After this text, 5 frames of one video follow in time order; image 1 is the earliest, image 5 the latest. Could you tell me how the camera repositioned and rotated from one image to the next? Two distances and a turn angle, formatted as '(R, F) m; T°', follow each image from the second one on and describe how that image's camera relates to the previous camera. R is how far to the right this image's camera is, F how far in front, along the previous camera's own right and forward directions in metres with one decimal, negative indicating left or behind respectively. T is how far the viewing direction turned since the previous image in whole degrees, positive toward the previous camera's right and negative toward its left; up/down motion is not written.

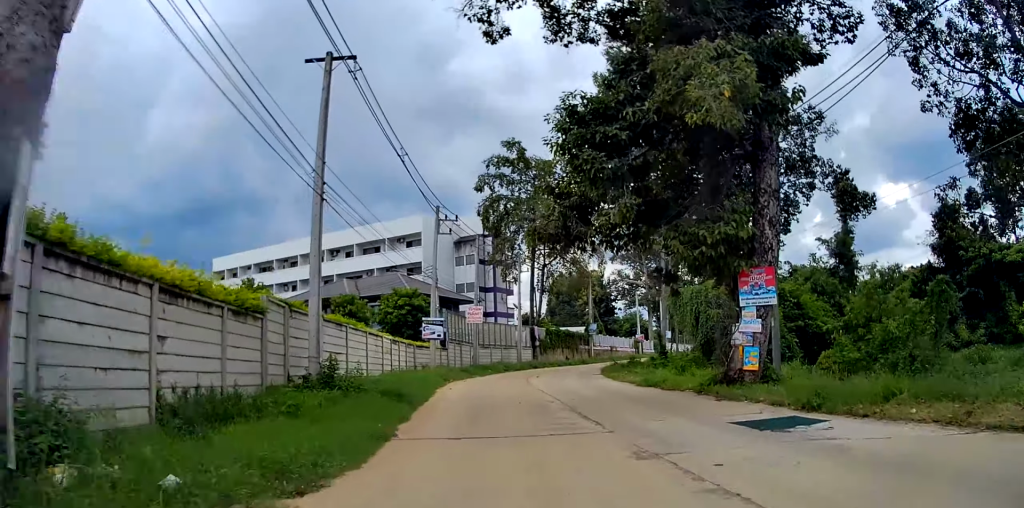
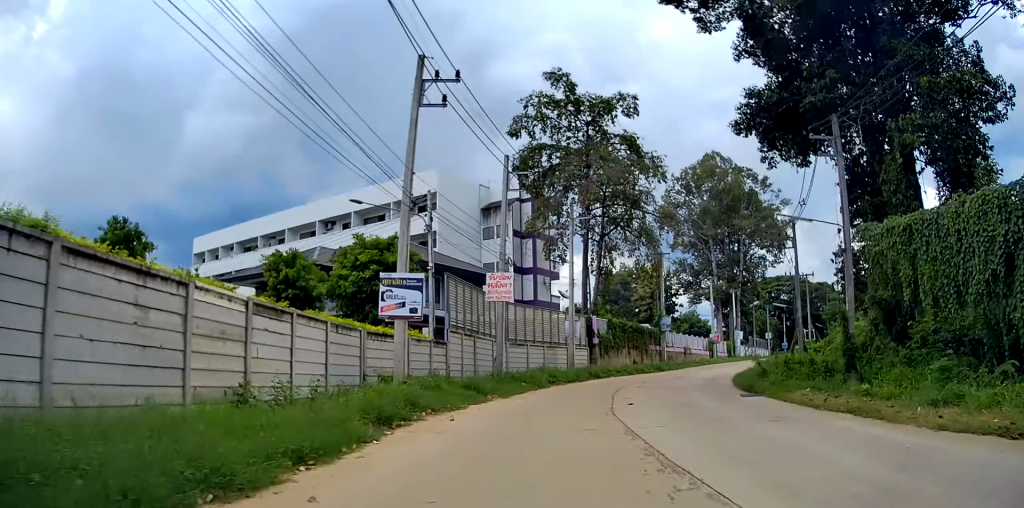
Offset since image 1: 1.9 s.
(-1.1, +19.8) m; -4°
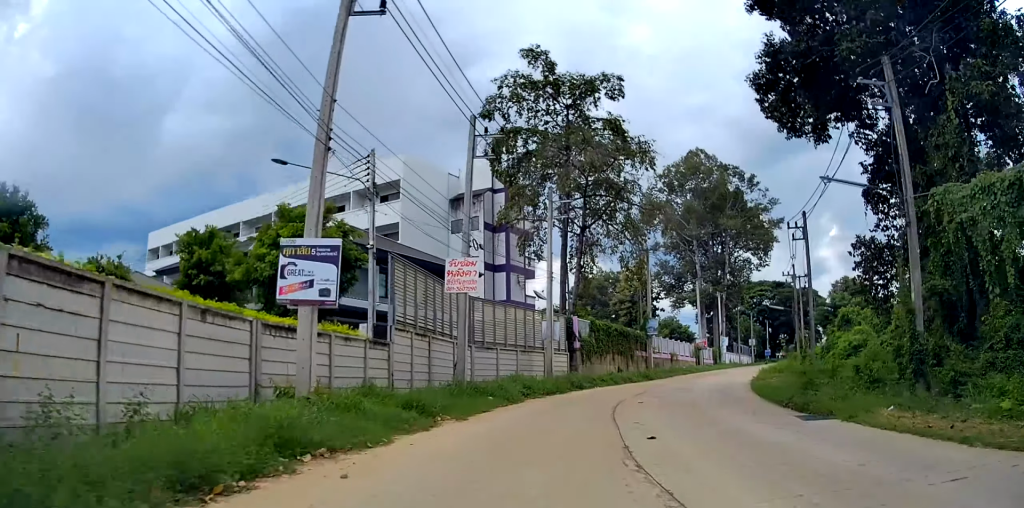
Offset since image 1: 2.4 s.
(+0.1, +5.4) m; -1°
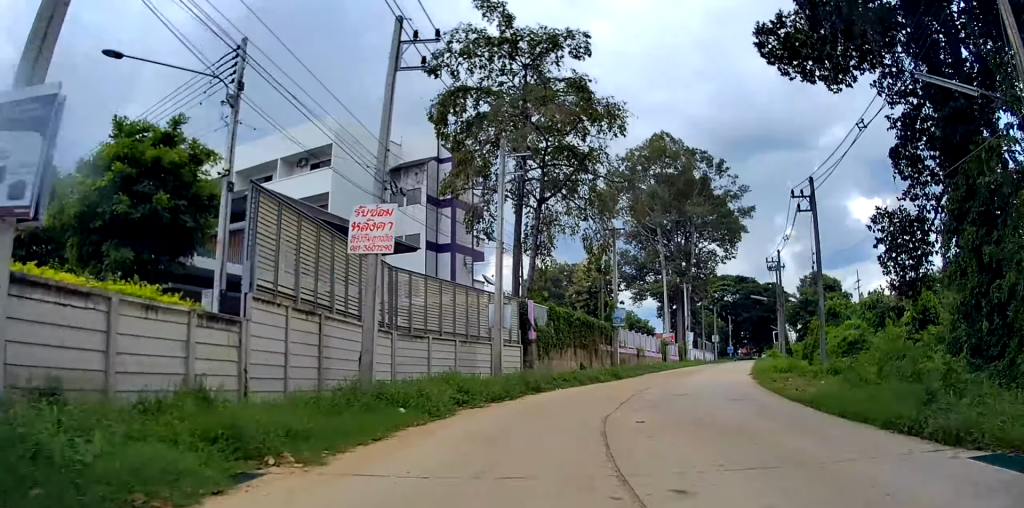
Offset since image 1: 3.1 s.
(-0.7, +6.9) m; 0°
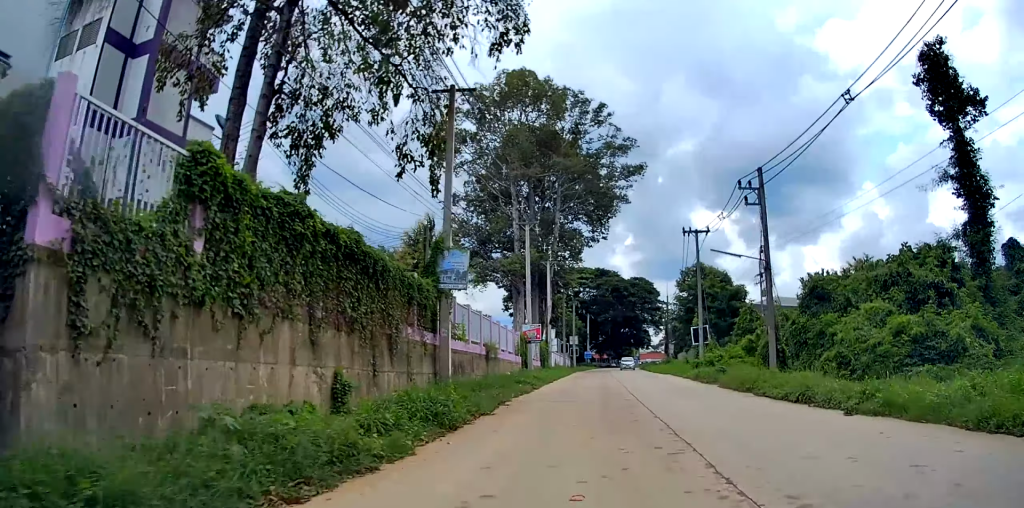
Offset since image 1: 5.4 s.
(+2.4, +23.3) m; +9°
